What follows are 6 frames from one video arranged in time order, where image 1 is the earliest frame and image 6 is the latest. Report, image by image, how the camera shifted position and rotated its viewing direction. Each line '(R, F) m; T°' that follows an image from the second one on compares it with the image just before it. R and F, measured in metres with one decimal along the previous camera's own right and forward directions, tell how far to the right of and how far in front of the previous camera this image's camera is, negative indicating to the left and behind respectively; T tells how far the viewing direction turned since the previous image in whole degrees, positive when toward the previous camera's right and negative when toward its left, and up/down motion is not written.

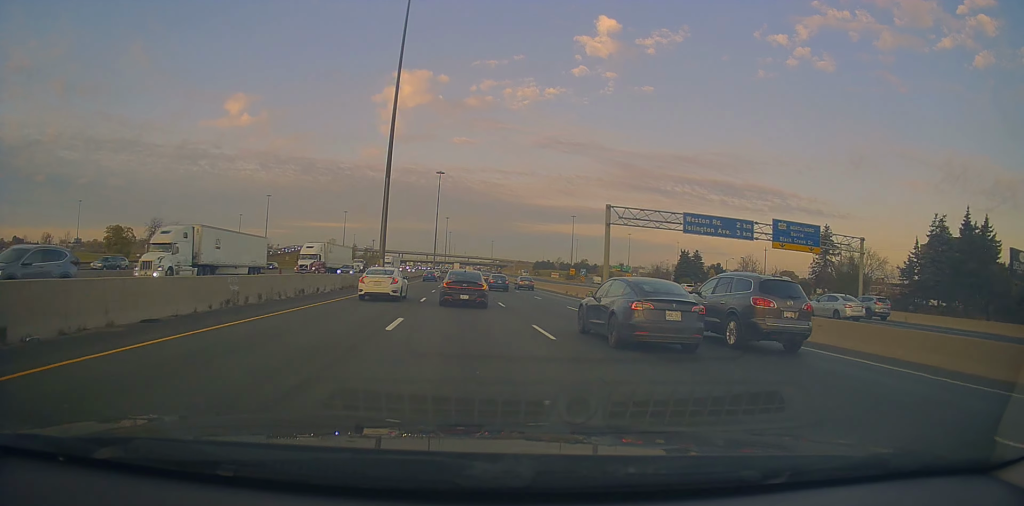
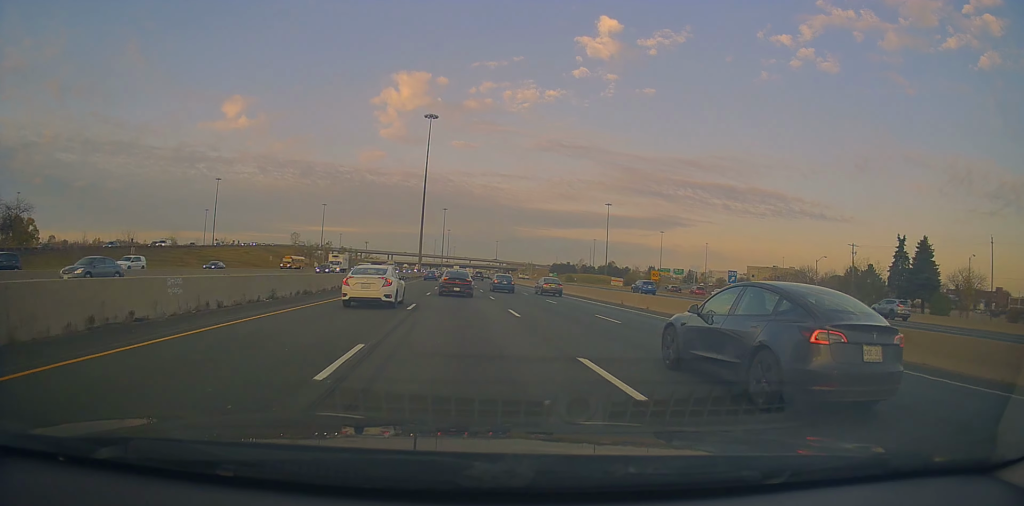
(-1.4, +79.0) m; -1°
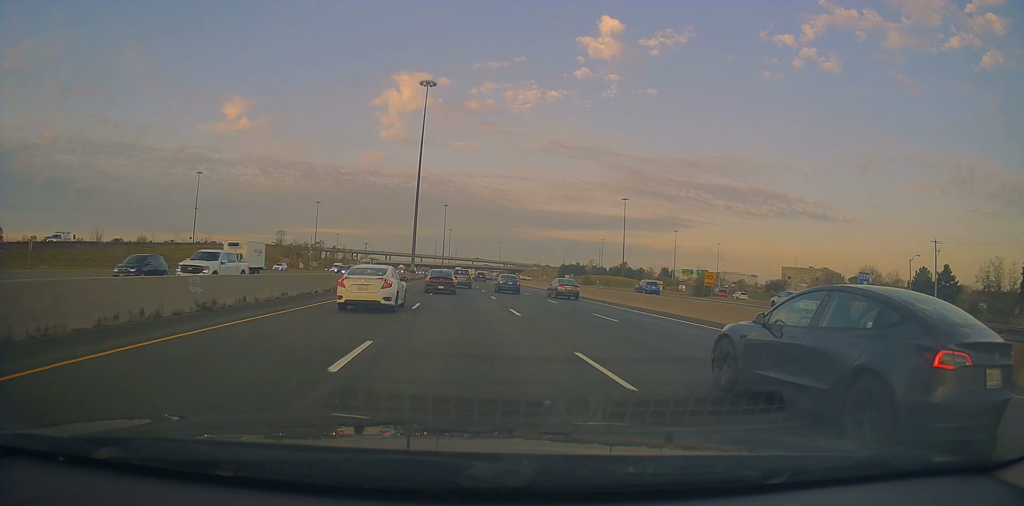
(+0.3, +23.9) m; 0°
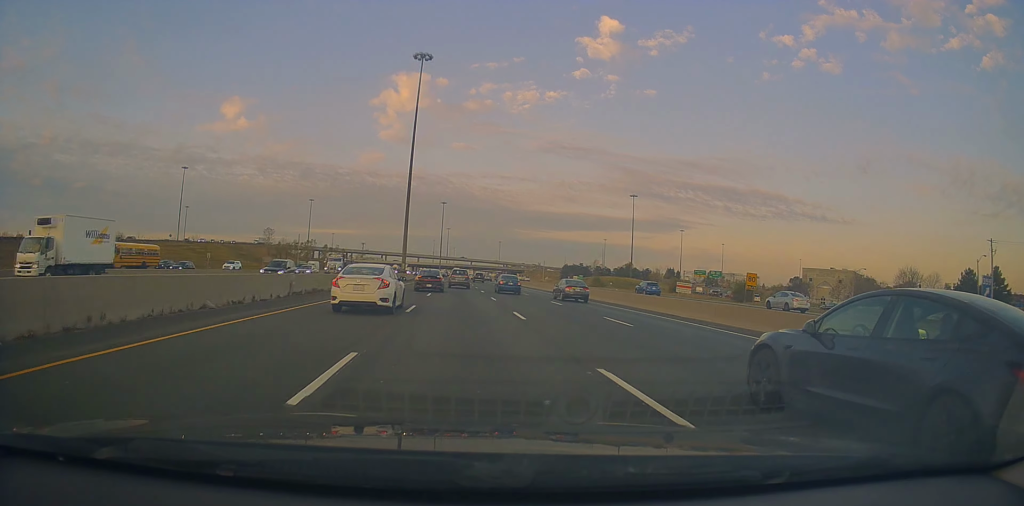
(+0.1, +13.9) m; 0°
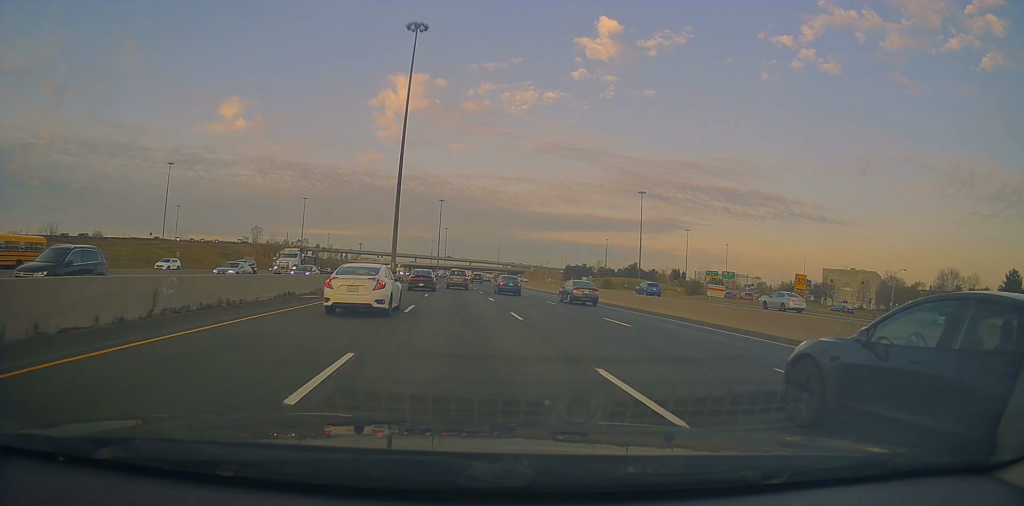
(-0.5, +12.2) m; 0°
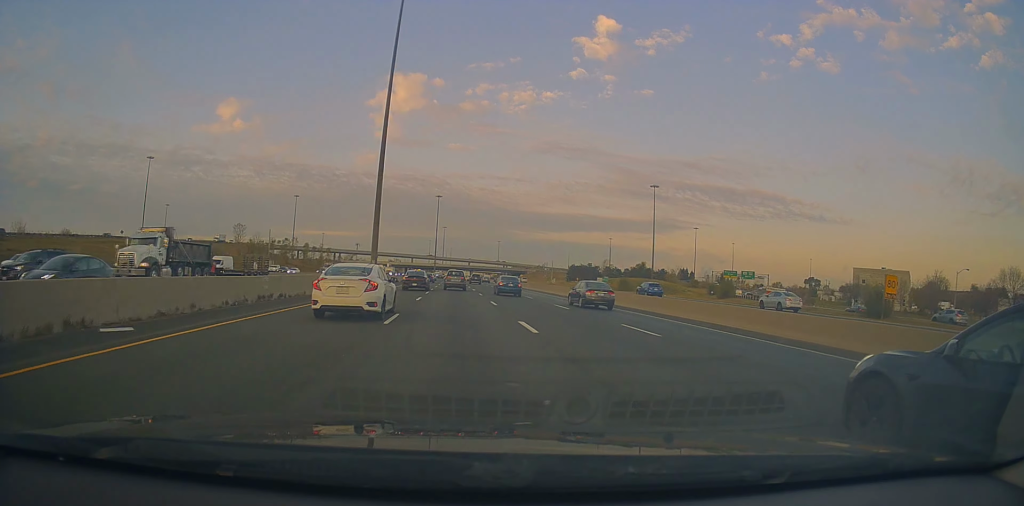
(-0.3, +16.0) m; 0°
